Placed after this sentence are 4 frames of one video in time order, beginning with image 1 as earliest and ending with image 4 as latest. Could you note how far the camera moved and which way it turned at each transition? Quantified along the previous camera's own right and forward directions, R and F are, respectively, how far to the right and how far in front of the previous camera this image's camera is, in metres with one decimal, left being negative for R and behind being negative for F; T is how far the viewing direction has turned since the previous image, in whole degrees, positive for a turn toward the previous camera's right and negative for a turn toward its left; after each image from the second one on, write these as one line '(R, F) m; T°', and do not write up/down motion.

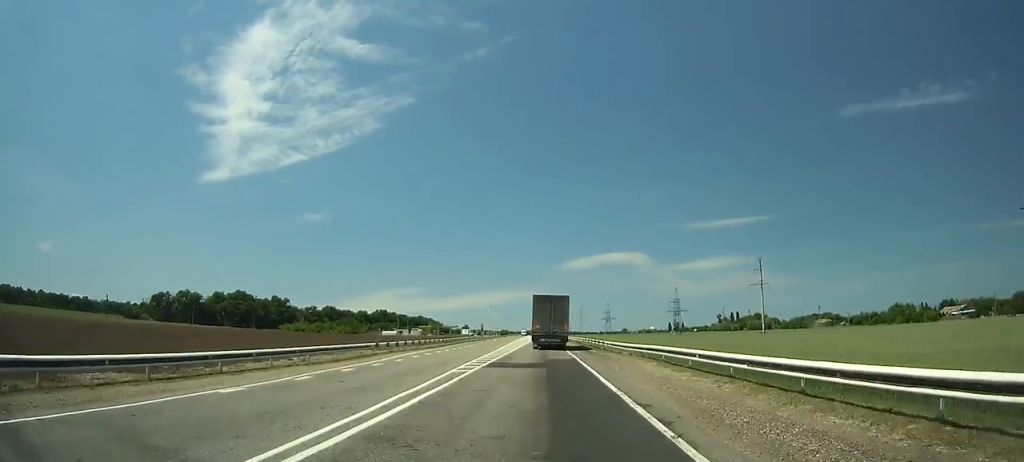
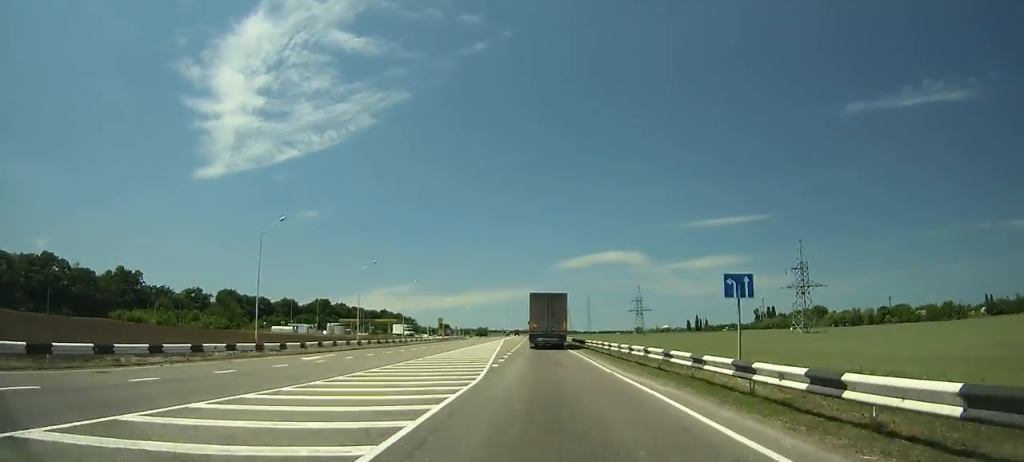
(+0.2, +131.3) m; 0°
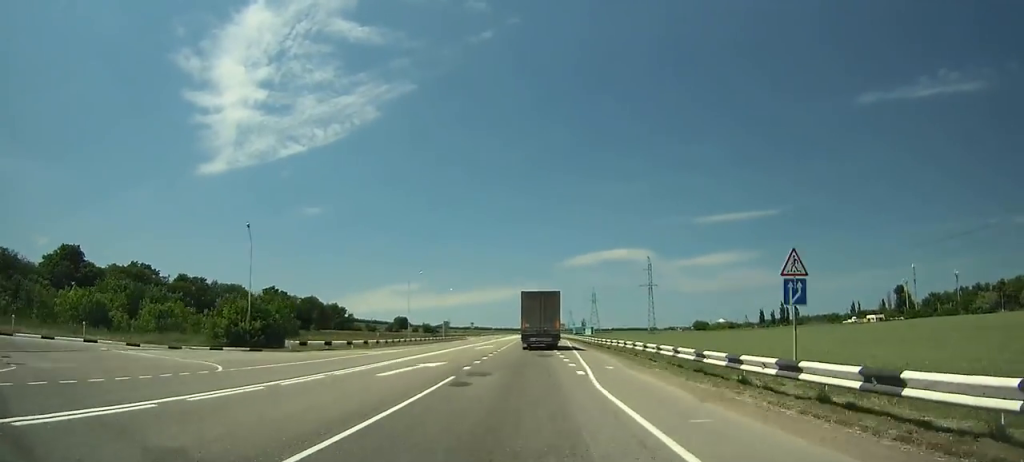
(-1.0, +224.5) m; -1°
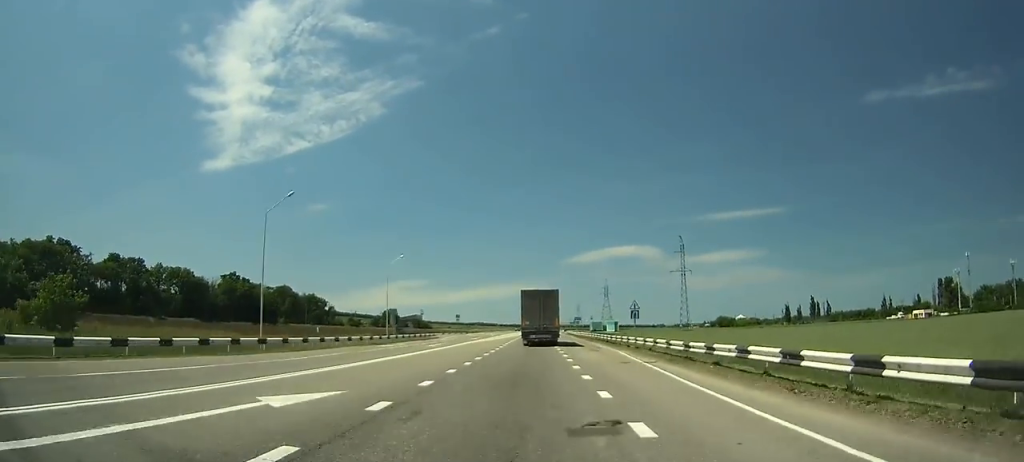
(-0.2, +43.5) m; 0°
